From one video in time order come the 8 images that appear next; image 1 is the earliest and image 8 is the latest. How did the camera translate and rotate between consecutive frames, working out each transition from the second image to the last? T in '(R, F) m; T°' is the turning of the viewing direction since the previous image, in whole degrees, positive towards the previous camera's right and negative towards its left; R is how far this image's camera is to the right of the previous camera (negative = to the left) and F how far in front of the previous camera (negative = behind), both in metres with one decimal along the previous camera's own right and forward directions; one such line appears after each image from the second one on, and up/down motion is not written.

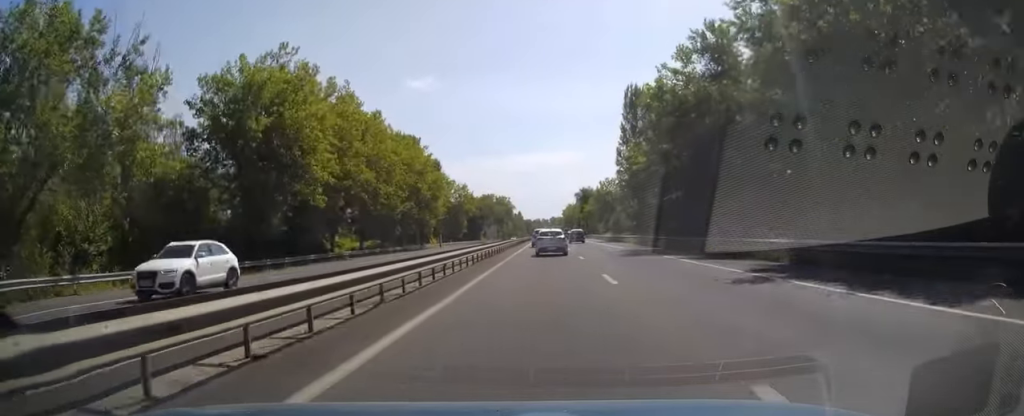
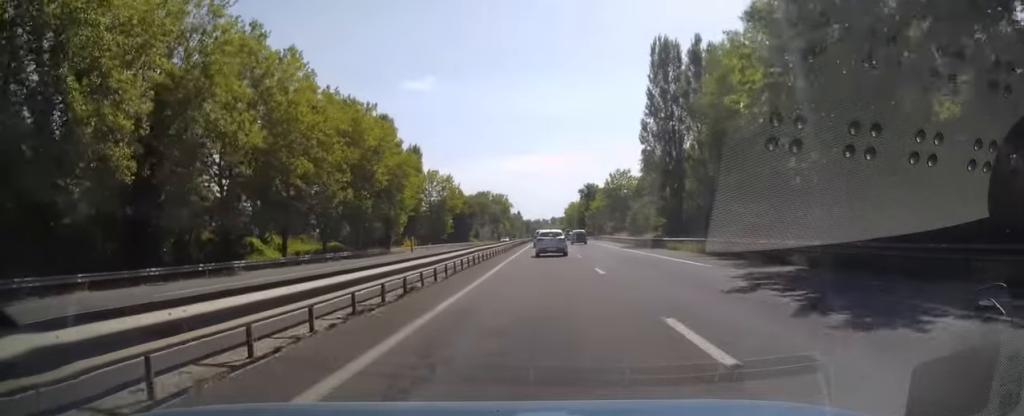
(-0.1, +22.0) m; 0°
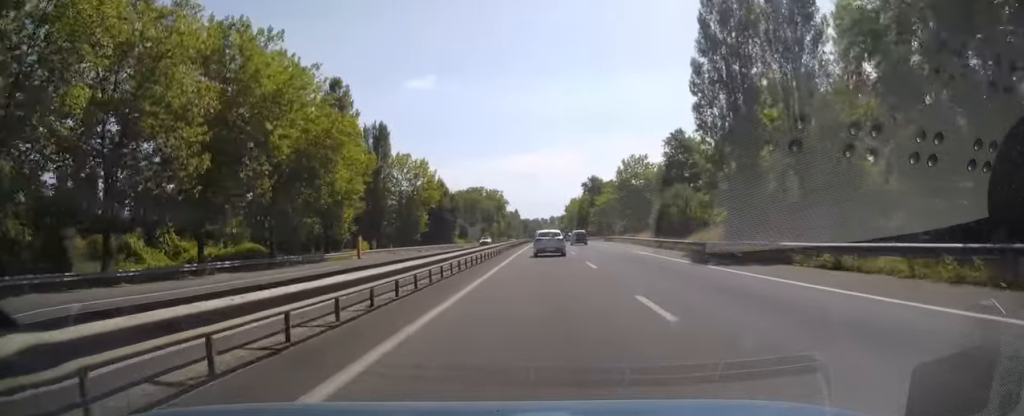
(+0.3, +22.9) m; +1°
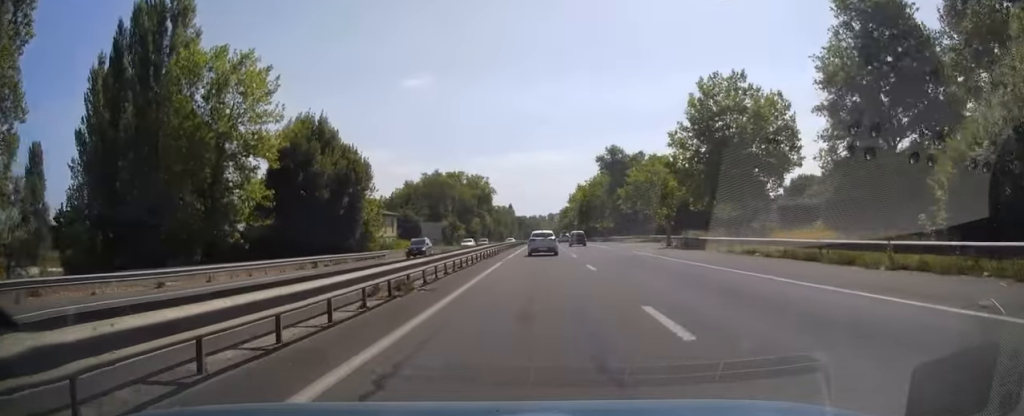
(0.0, +54.0) m; 0°
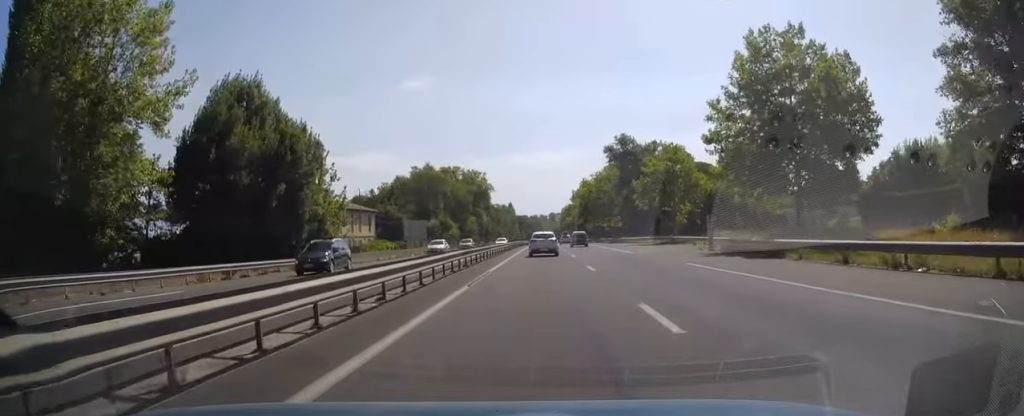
(0.0, +12.5) m; 0°
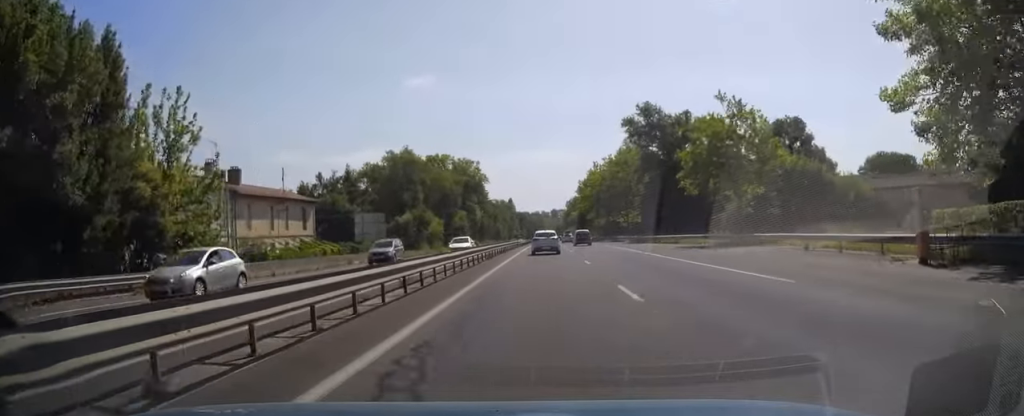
(0.0, +22.1) m; 0°
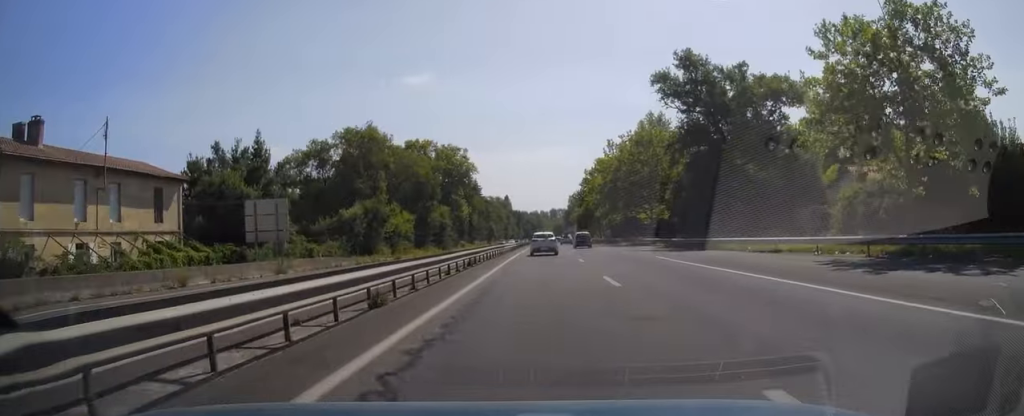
(0.0, +22.8) m; 0°
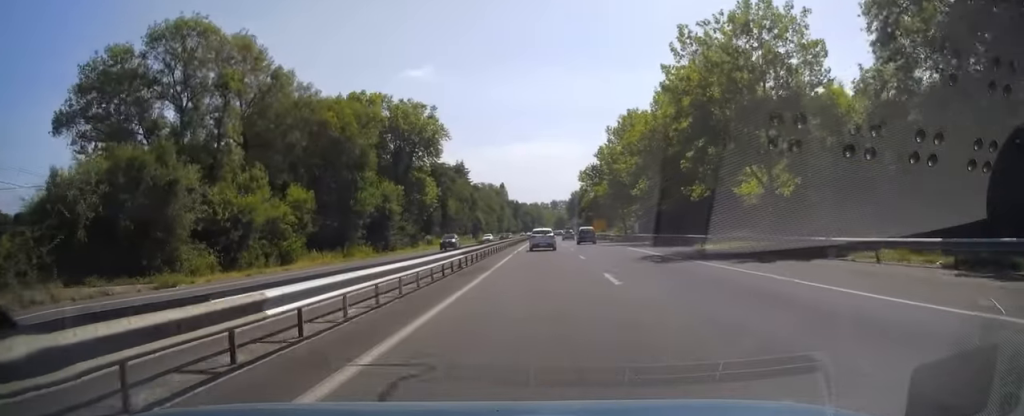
(0.0, +39.2) m; 0°
